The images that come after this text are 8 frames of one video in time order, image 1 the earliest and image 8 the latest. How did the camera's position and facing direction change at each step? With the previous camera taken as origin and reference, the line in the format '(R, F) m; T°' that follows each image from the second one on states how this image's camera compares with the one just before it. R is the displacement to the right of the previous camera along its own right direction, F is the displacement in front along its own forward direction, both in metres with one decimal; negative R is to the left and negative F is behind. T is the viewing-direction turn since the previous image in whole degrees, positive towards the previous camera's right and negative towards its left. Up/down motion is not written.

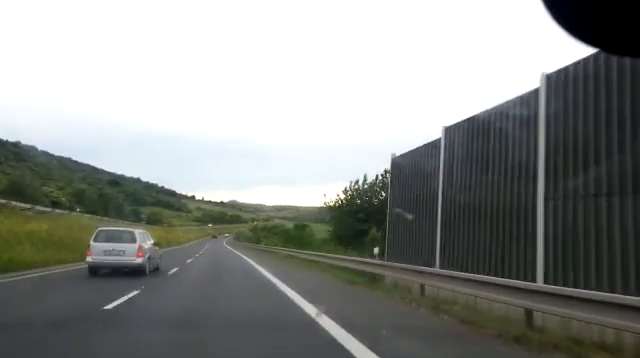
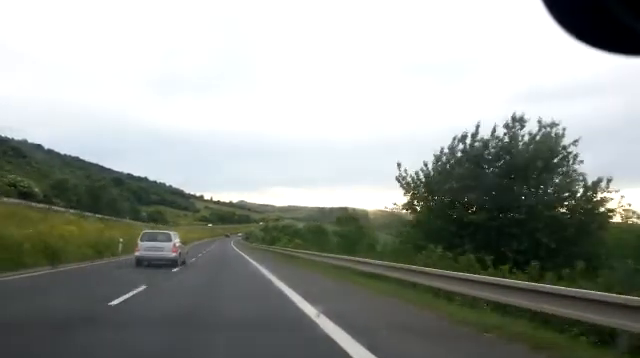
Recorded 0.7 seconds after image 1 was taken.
(-0.4, +17.2) m; -2°
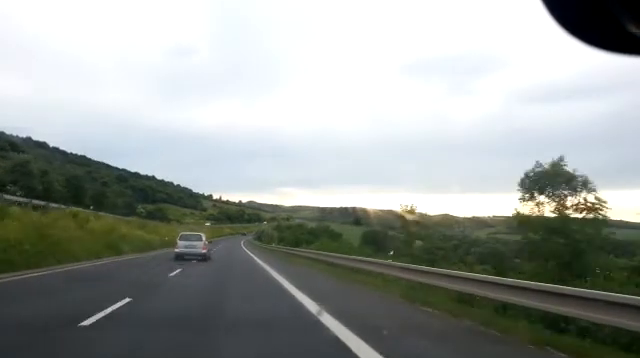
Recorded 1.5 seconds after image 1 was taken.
(-0.5, +20.4) m; -2°
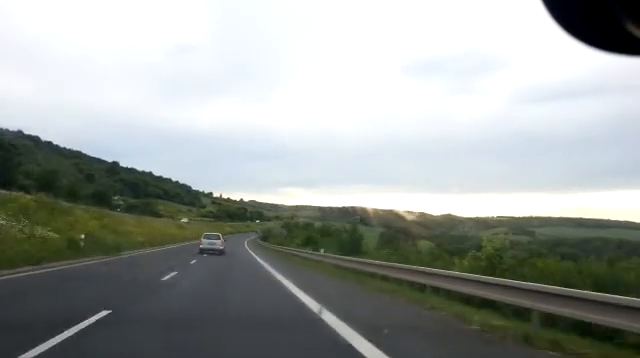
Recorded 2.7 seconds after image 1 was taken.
(-0.3, +28.6) m; 0°
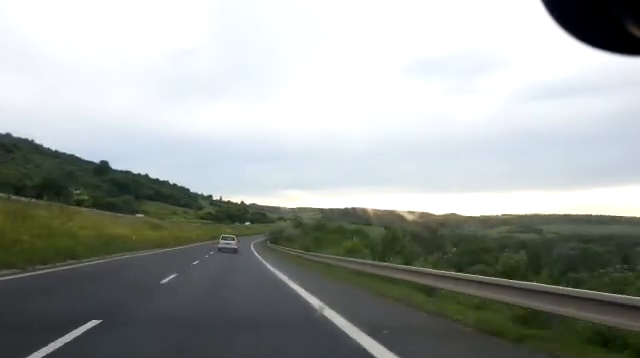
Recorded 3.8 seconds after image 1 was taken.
(+0.5, +27.7) m; 0°
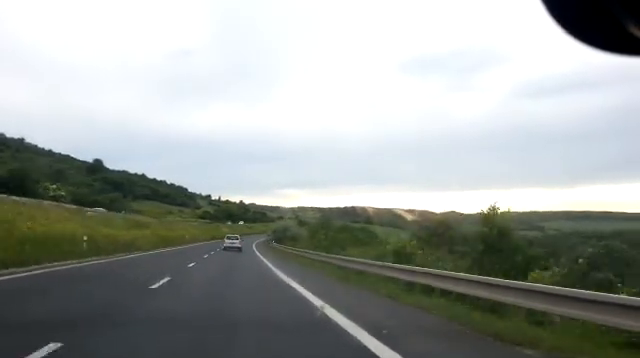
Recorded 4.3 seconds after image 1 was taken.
(-0.1, +10.6) m; 0°
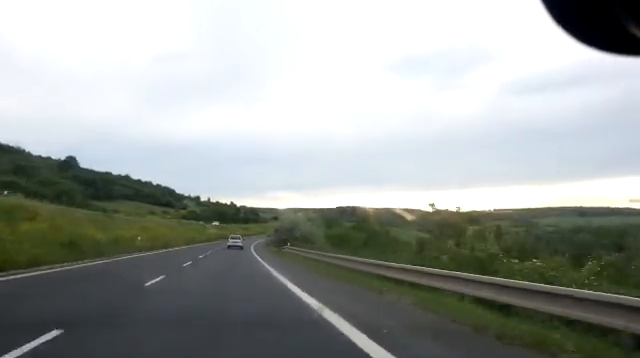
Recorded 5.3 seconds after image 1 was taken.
(-0.2, +26.1) m; +1°
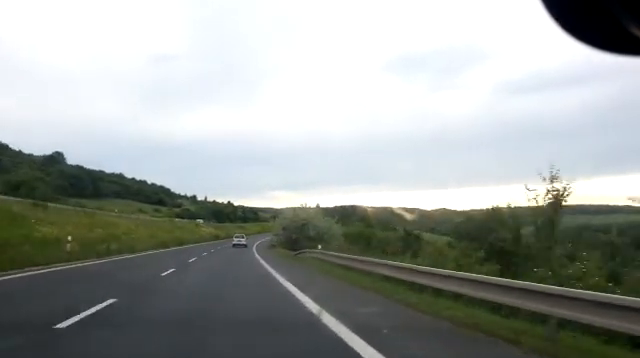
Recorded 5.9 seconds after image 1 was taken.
(+0.2, +14.7) m; +1°
